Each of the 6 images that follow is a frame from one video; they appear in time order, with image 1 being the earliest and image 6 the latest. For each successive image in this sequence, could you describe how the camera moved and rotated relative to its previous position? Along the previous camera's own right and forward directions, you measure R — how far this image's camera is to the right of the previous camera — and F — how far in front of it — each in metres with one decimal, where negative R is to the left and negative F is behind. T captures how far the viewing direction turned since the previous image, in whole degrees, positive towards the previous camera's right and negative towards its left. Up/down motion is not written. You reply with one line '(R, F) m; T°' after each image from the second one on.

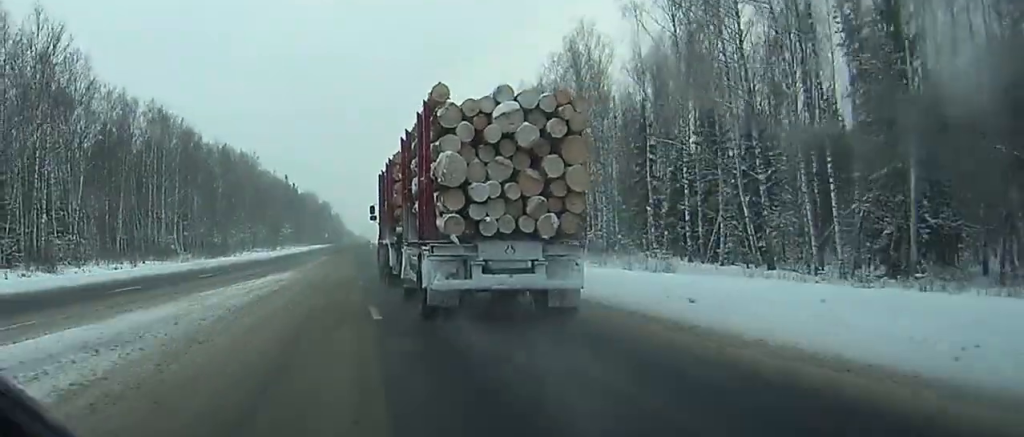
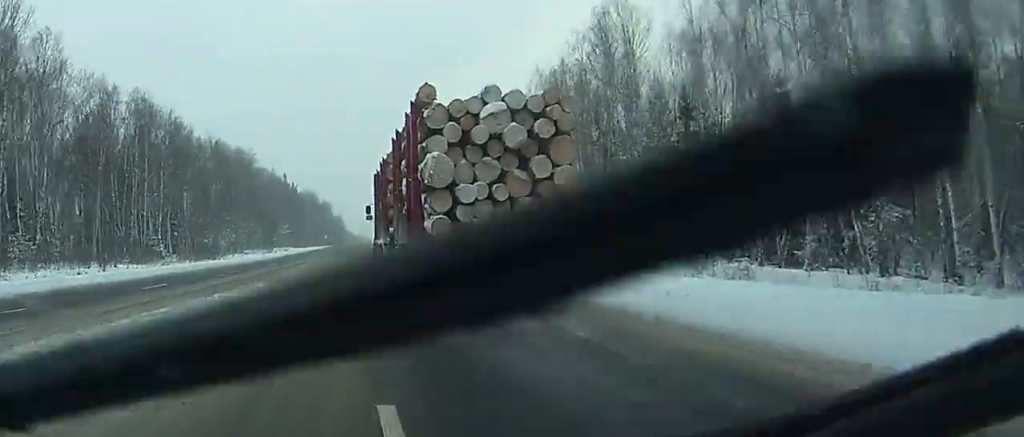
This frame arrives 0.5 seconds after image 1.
(0.0, +9.8) m; 0°
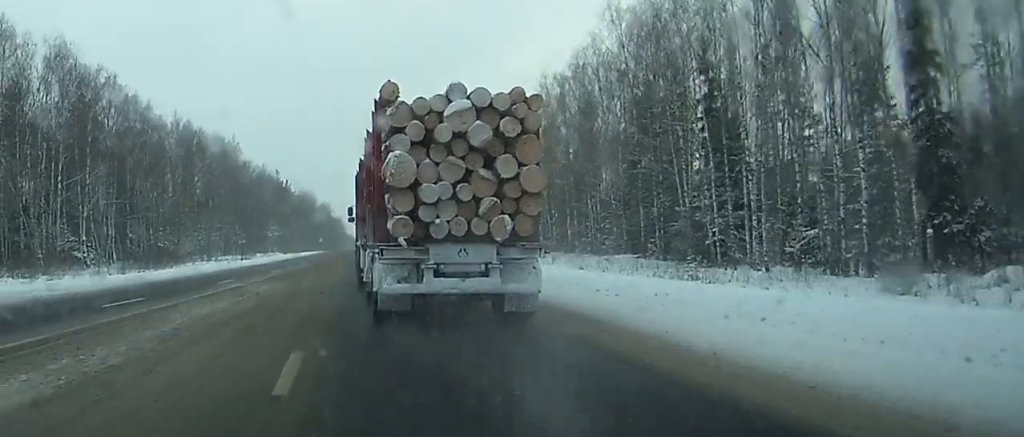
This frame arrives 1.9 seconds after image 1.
(-0.1, +29.6) m; 0°
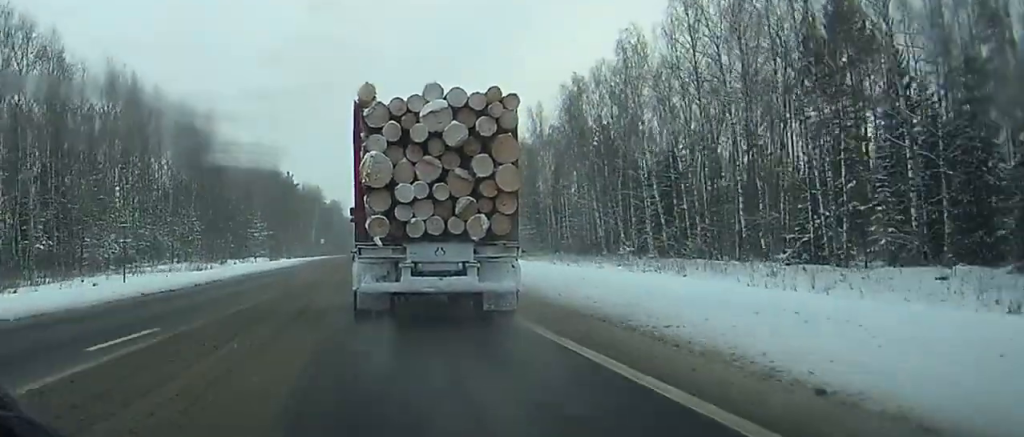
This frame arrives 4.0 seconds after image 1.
(-0.2, +50.1) m; -1°
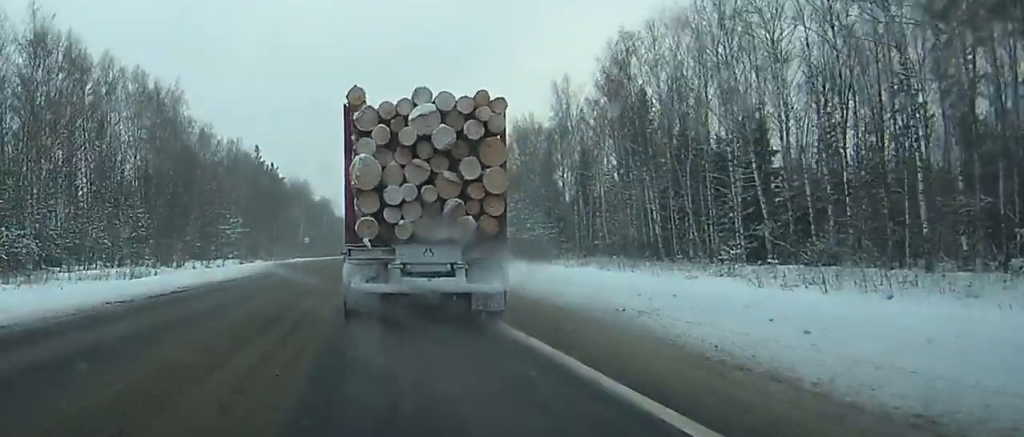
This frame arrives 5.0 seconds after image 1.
(-0.1, +23.6) m; 0°
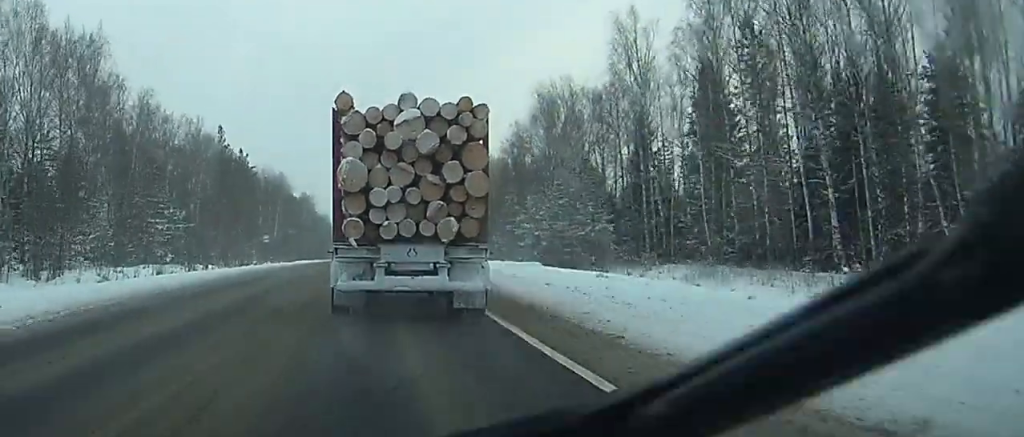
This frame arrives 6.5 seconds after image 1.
(+0.1, +33.6) m; +1°
